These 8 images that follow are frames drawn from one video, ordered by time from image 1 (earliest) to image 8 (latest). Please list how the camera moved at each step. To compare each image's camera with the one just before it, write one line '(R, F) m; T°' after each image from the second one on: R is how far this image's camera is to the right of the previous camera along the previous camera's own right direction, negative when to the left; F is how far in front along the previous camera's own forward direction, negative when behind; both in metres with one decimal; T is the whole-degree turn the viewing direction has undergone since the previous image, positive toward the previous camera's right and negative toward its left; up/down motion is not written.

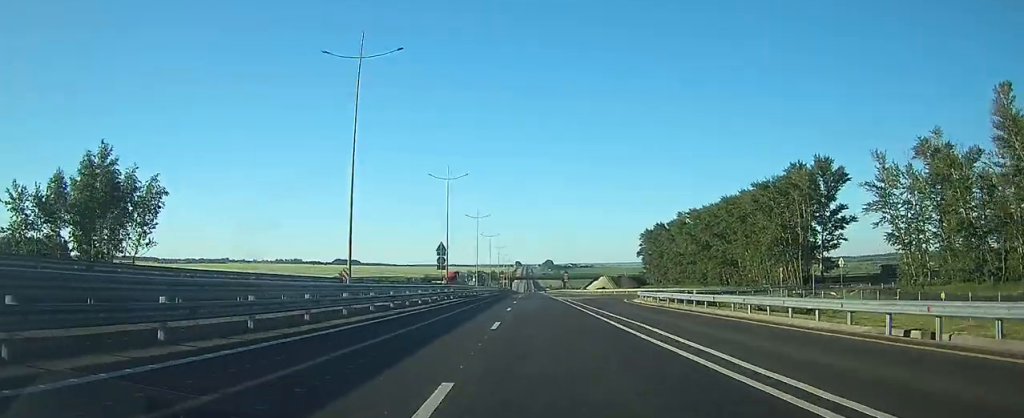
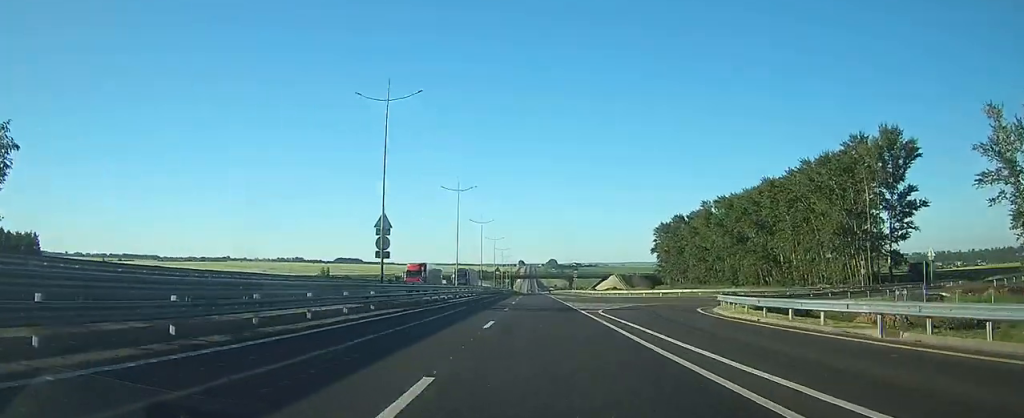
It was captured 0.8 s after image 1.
(-0.1, +23.8) m; 0°
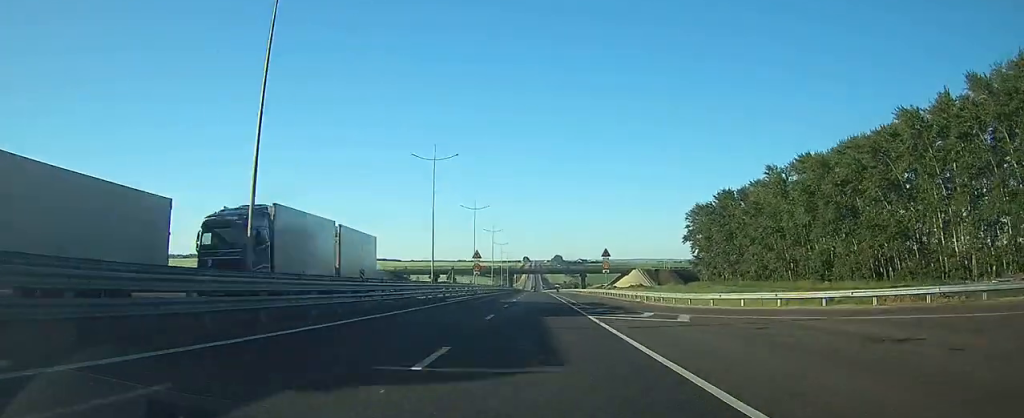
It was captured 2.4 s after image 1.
(-0.2, +45.1) m; -1°
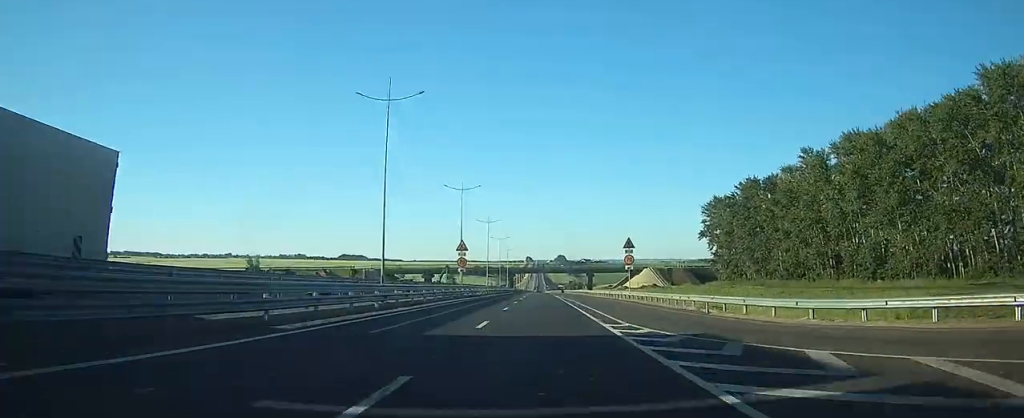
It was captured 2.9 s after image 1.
(0.0, +15.8) m; 0°
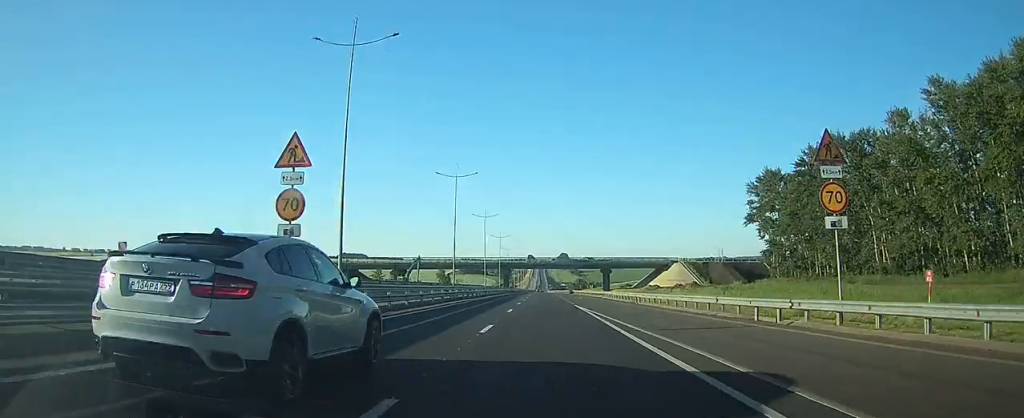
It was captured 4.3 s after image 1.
(-0.1, +38.0) m; 0°
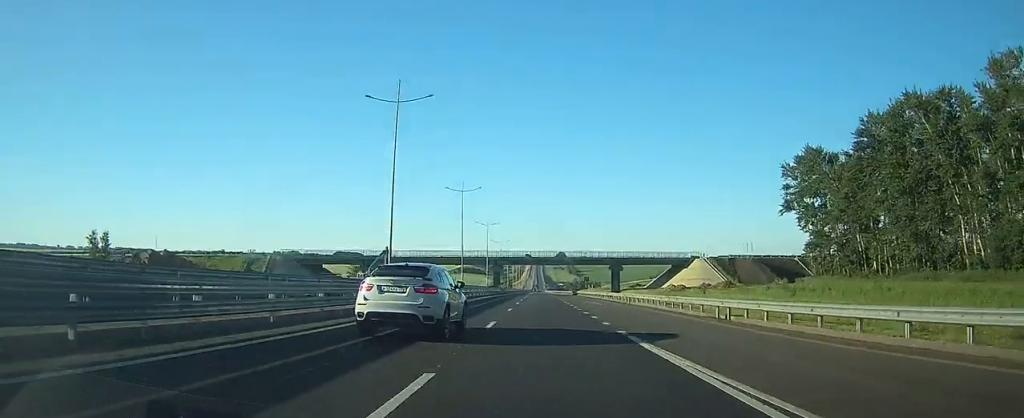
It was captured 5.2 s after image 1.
(0.0, +22.2) m; 0°
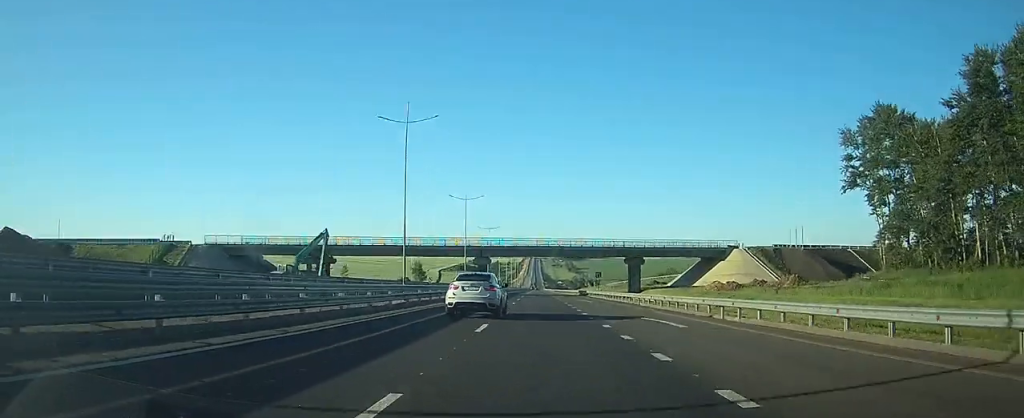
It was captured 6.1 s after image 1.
(0.0, +25.5) m; 0°
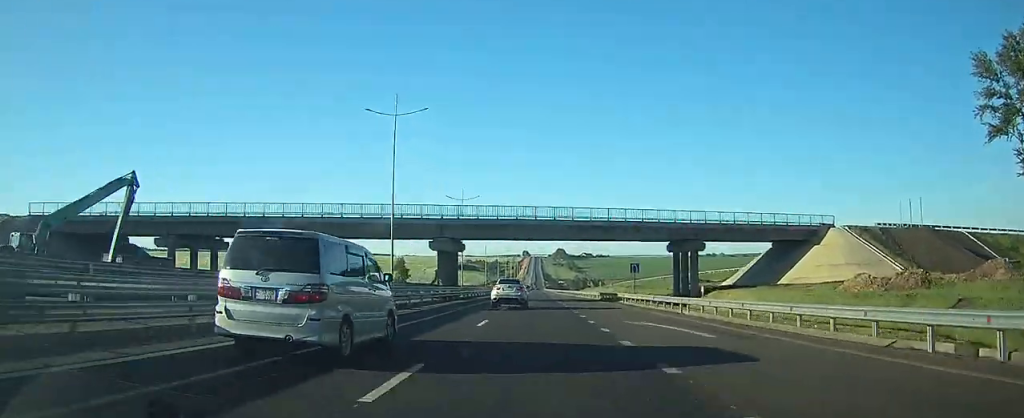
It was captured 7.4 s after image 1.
(+0.1, +33.2) m; 0°
